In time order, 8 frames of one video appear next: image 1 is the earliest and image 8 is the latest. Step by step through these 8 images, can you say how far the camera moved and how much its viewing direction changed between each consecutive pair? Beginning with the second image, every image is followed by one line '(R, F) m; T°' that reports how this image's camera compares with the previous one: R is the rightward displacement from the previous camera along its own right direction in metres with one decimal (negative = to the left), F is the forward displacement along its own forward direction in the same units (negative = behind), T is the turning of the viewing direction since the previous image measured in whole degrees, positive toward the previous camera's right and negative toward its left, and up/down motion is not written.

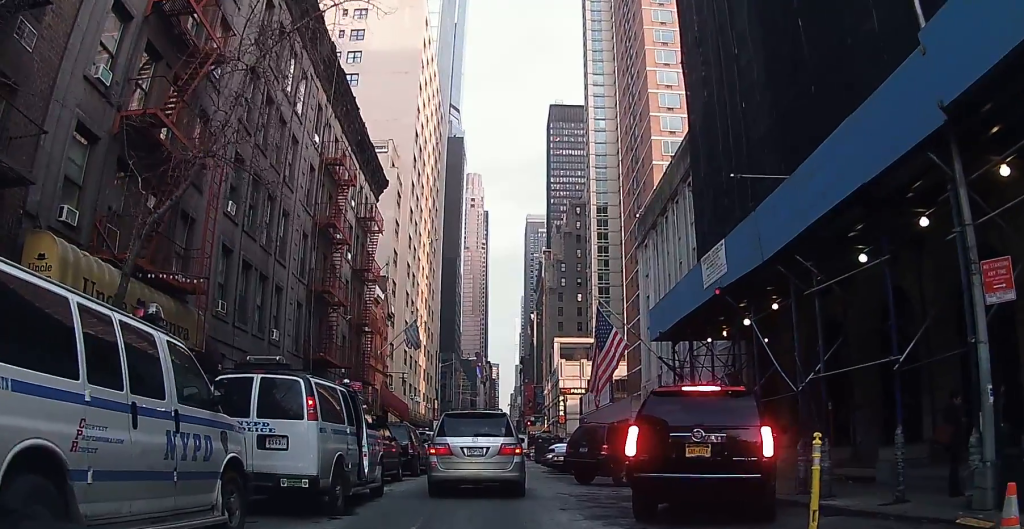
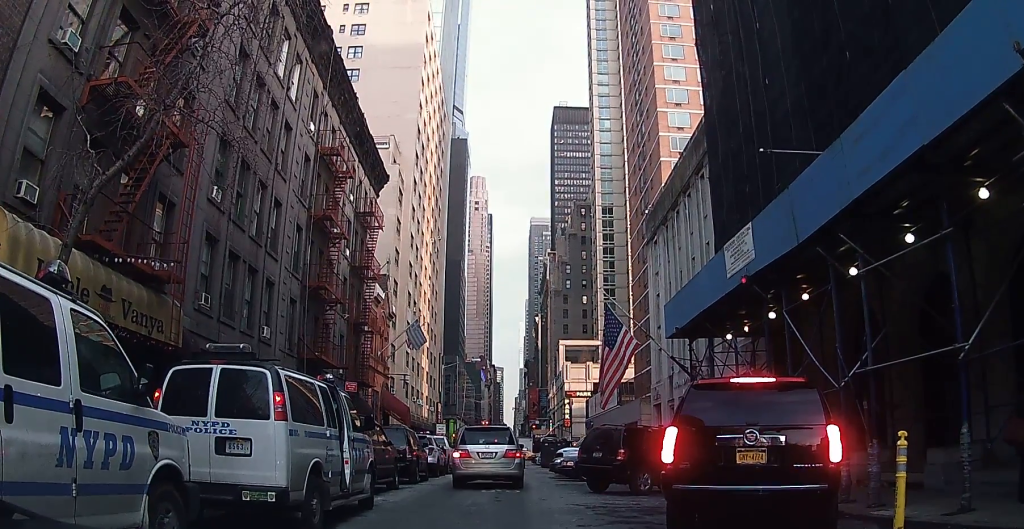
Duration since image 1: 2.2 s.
(-1.0, +1.3) m; -1°
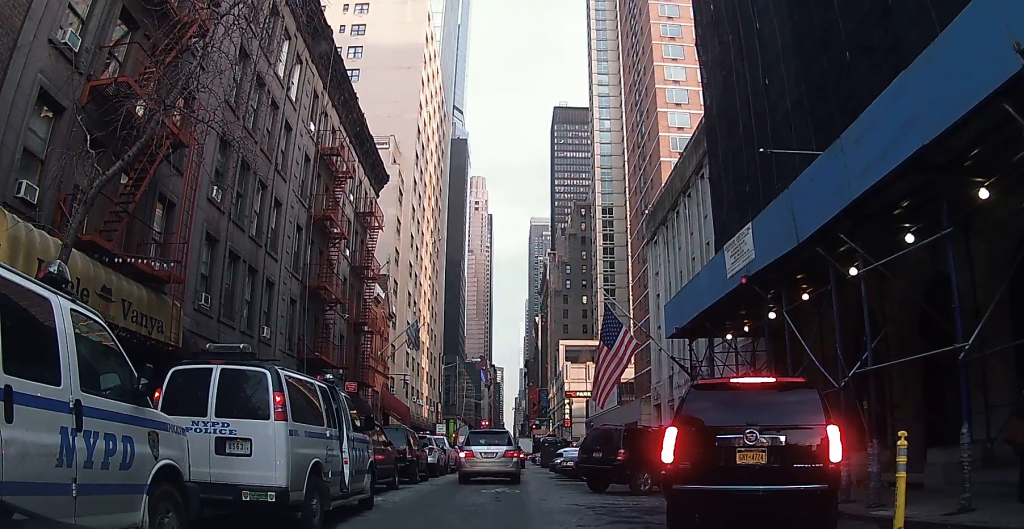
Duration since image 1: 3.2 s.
(0.0, 0.0) m; 0°
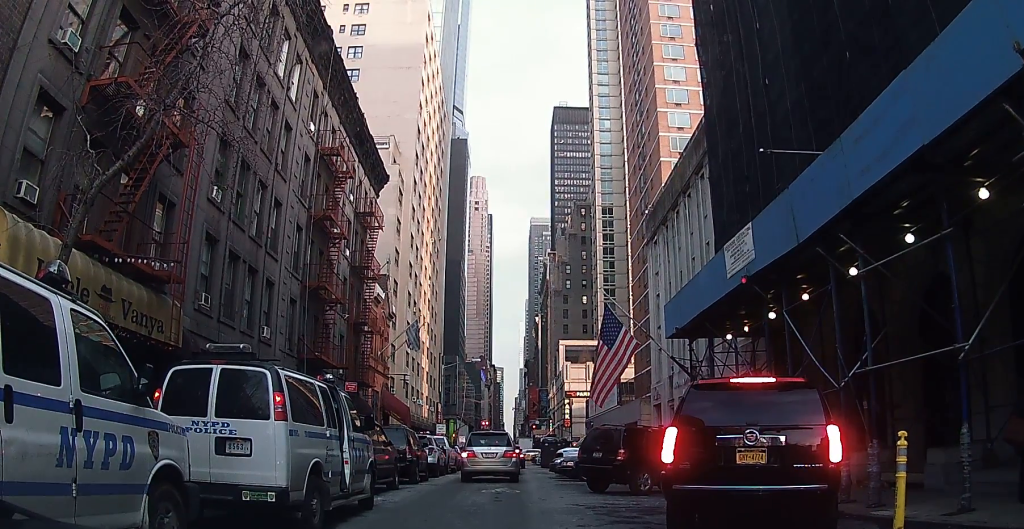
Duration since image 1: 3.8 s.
(0.0, 0.0) m; 0°
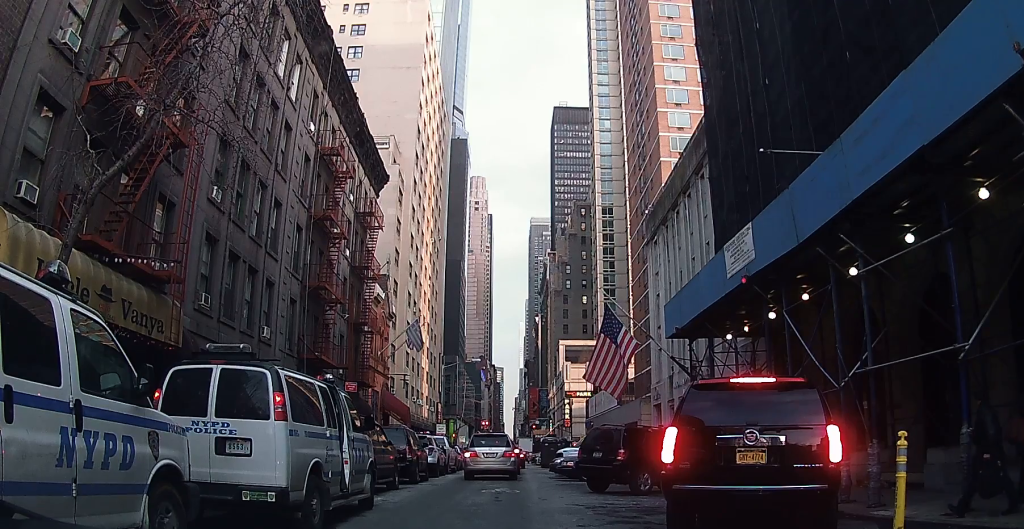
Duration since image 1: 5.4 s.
(0.0, 0.0) m; 0°
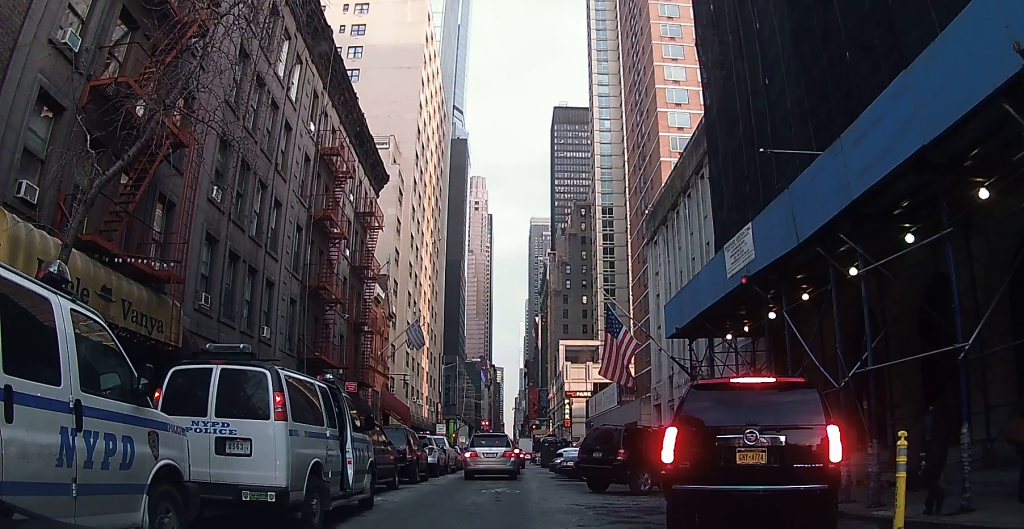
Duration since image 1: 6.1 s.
(0.0, 0.0) m; 0°
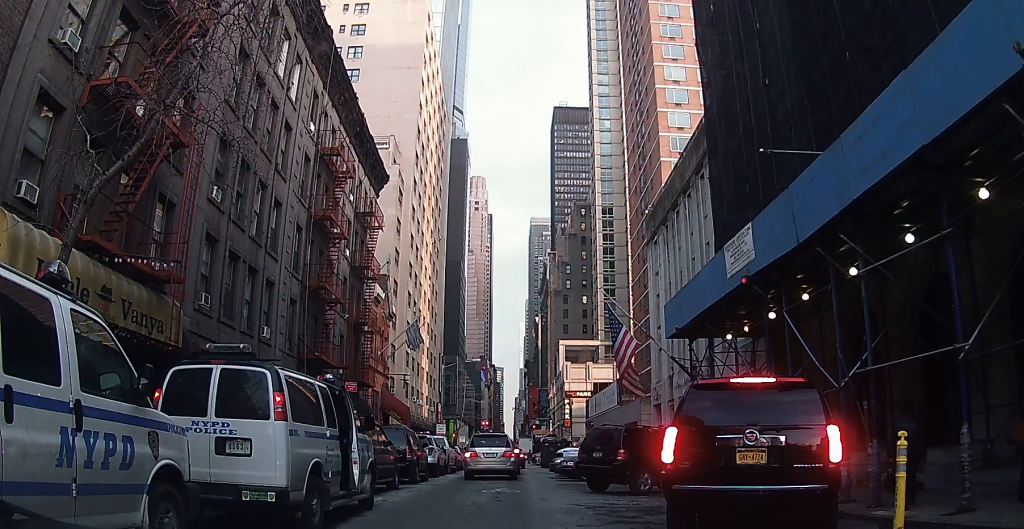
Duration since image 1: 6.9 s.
(0.0, 0.0) m; 0°
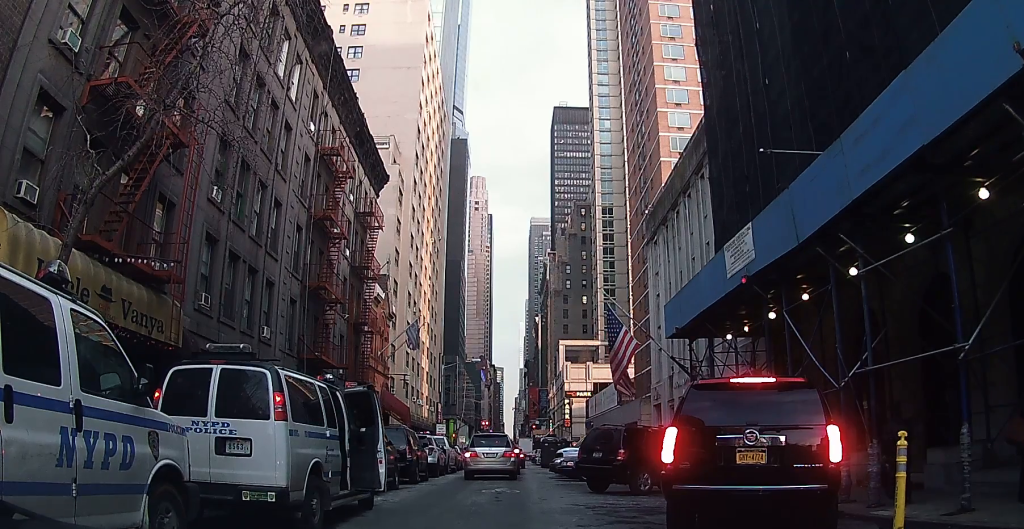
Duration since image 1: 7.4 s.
(0.0, 0.0) m; 0°
